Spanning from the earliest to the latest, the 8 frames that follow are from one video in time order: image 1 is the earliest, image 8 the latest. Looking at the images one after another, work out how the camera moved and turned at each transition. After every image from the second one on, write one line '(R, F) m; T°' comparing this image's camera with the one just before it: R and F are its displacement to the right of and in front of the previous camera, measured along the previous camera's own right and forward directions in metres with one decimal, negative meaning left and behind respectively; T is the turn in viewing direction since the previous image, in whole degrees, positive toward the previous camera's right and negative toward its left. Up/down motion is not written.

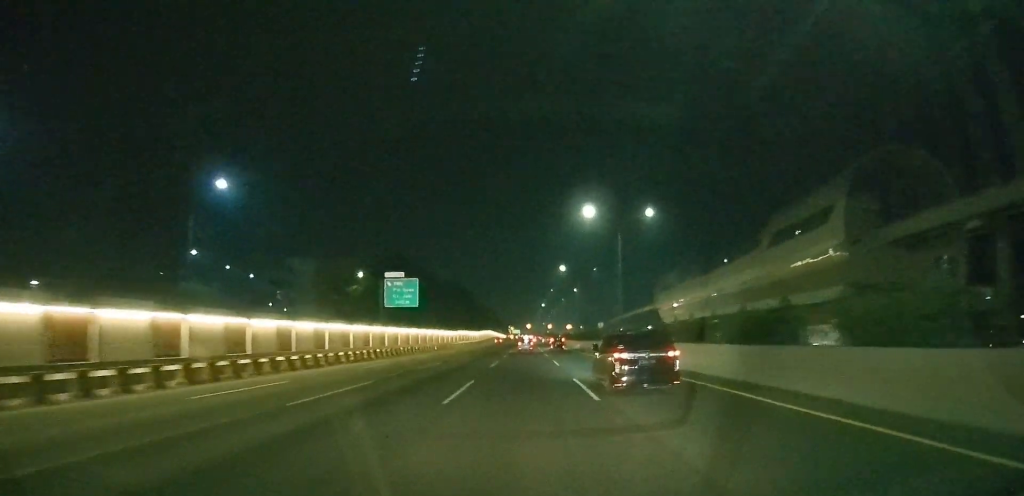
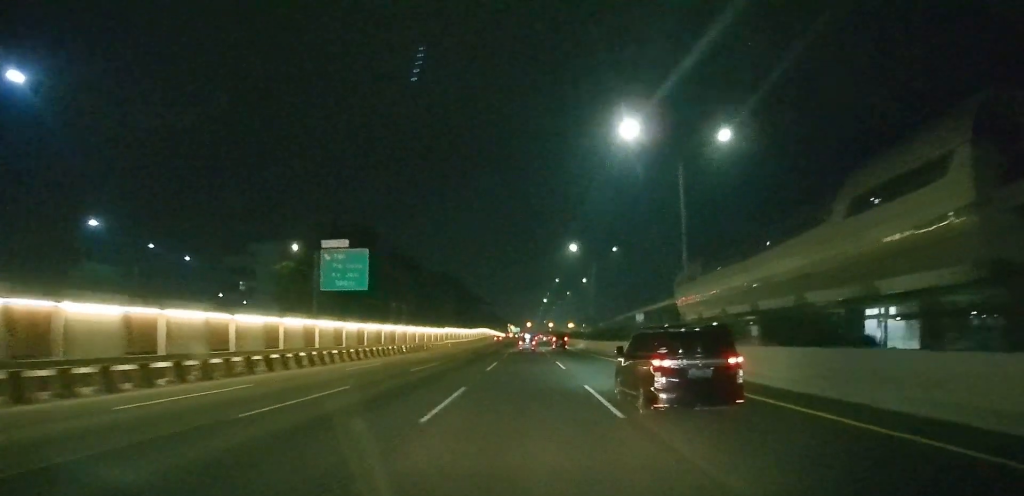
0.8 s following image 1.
(0.0, +23.7) m; 0°
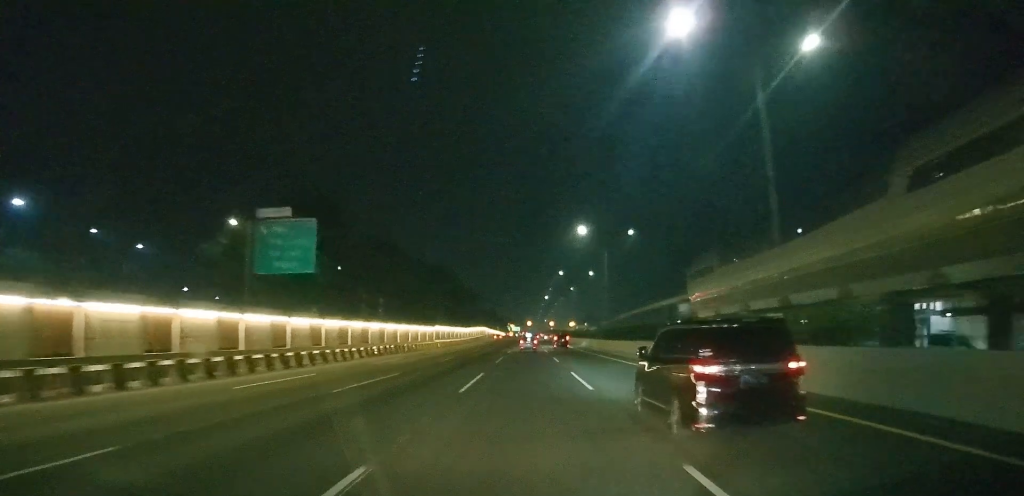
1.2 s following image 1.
(0.0, +13.1) m; 0°
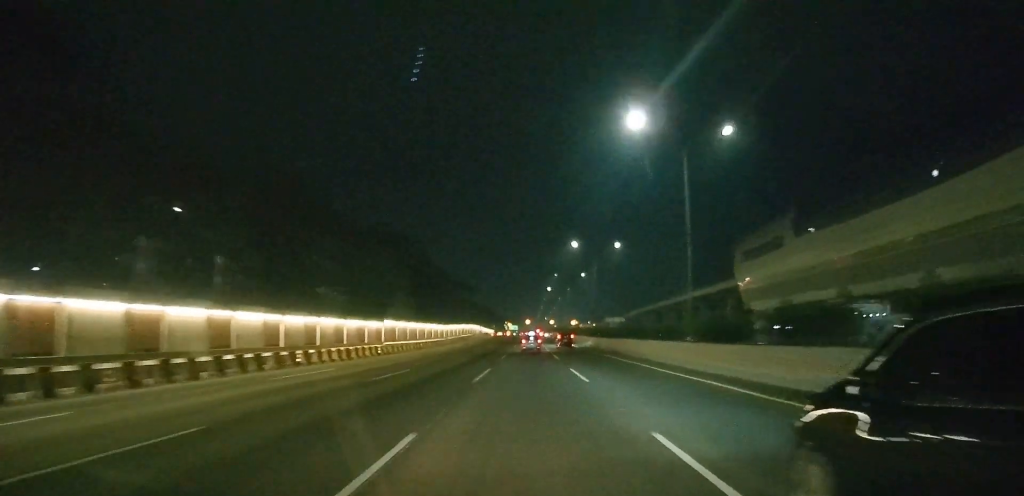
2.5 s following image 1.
(0.0, +37.8) m; 0°
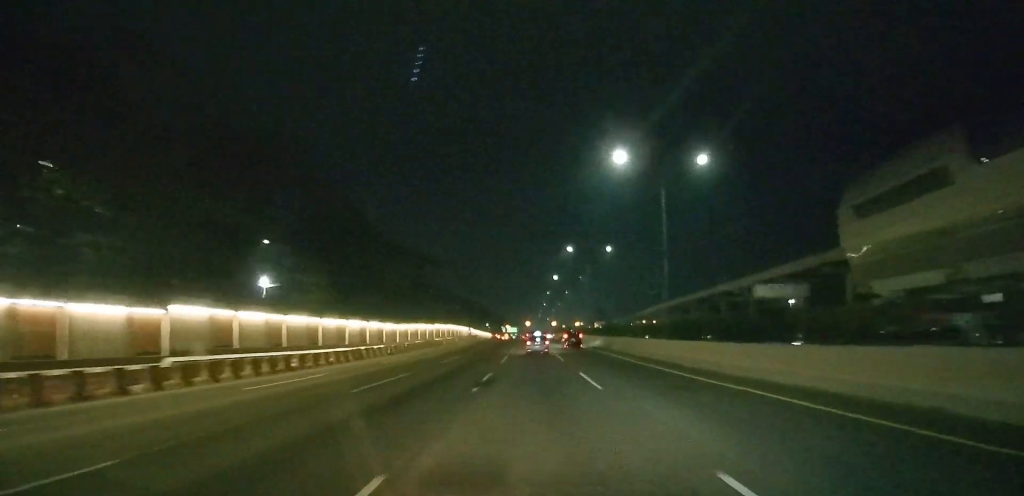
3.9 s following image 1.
(+0.1, +46.6) m; 0°
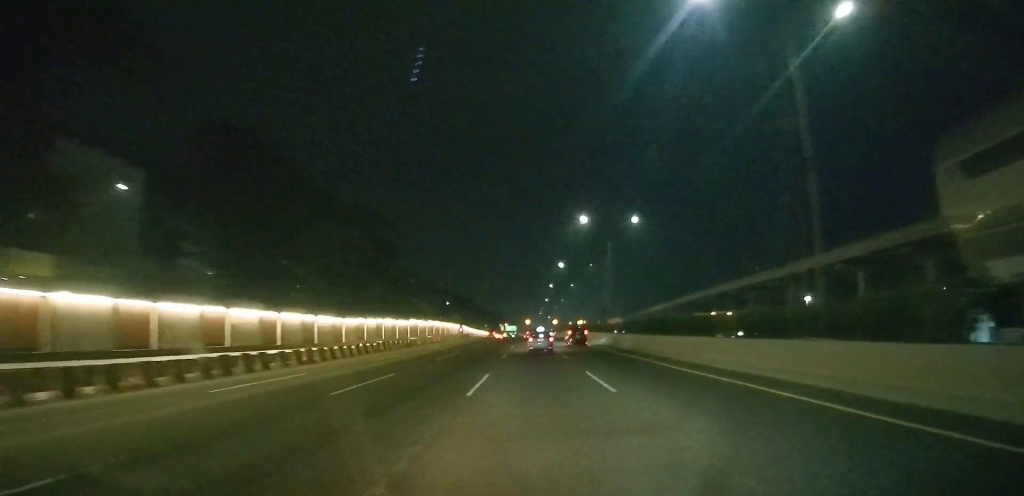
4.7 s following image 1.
(+0.1, +24.0) m; 0°
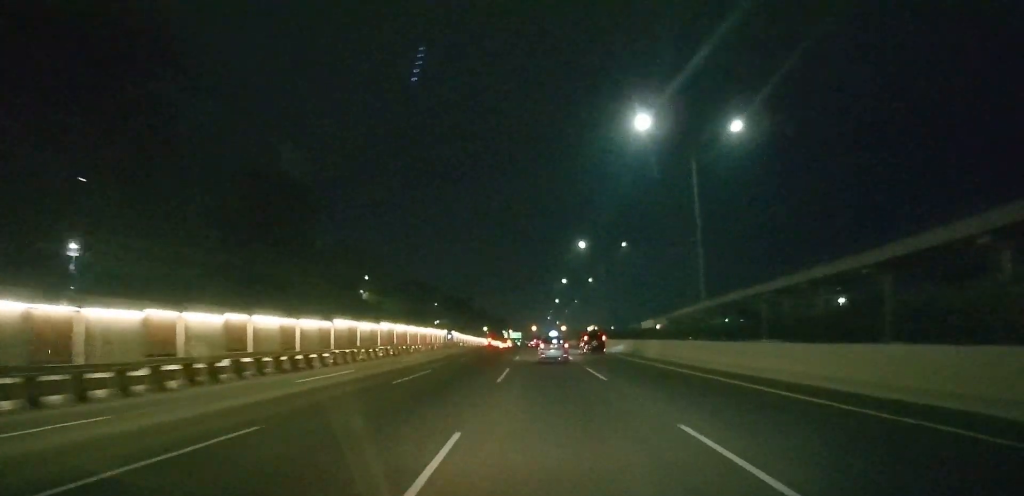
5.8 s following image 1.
(-0.1, +40.7) m; 0°
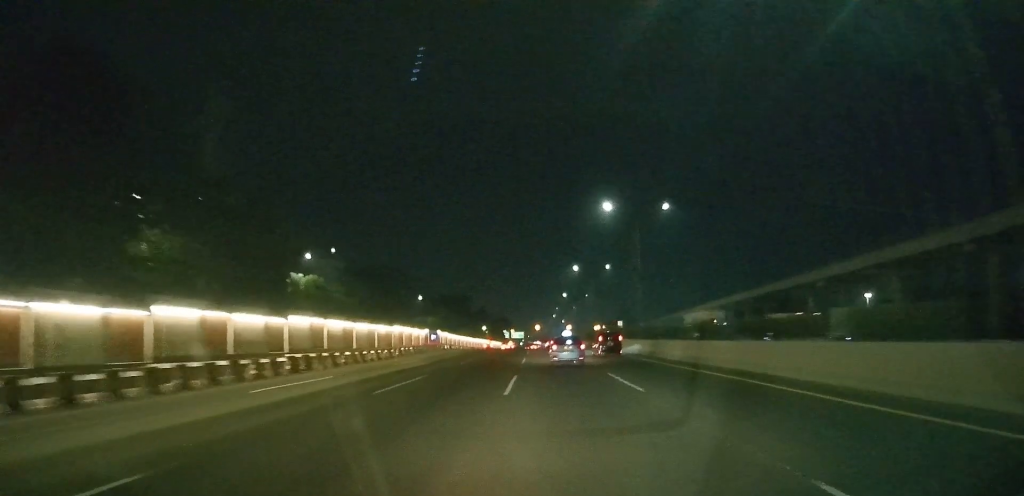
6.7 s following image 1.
(0.0, +30.5) m; 0°
